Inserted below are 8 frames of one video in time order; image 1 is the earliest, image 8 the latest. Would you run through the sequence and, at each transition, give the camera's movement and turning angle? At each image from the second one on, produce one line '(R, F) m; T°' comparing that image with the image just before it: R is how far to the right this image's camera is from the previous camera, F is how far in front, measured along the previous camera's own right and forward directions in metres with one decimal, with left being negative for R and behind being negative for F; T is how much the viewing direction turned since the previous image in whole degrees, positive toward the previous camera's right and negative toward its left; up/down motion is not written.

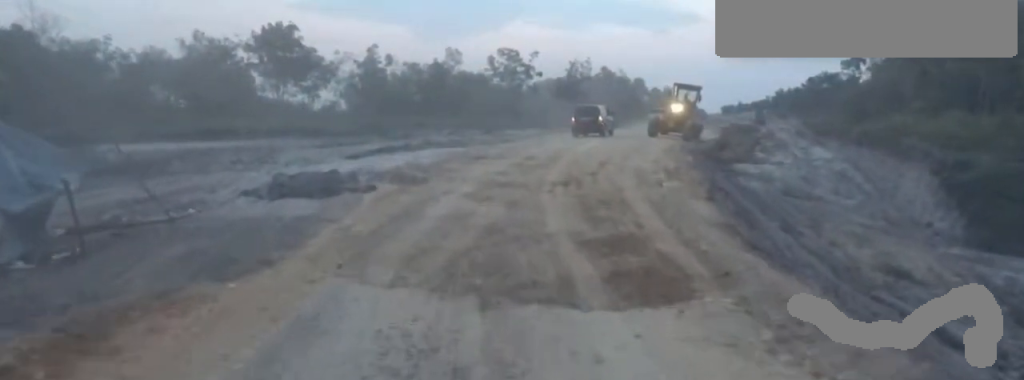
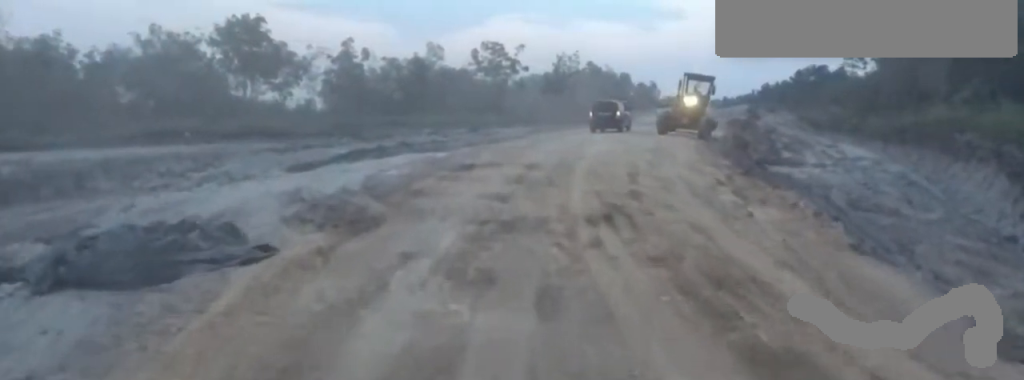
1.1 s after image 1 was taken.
(-0.2, +4.9) m; -10°
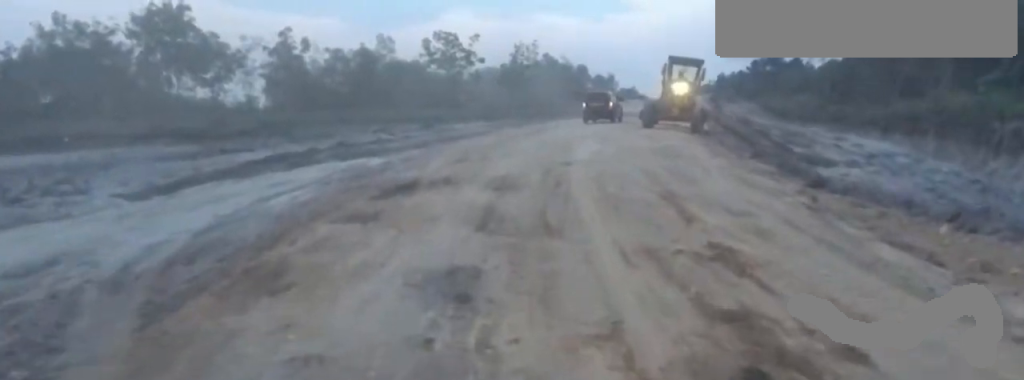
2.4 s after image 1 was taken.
(-0.9, +5.8) m; -4°
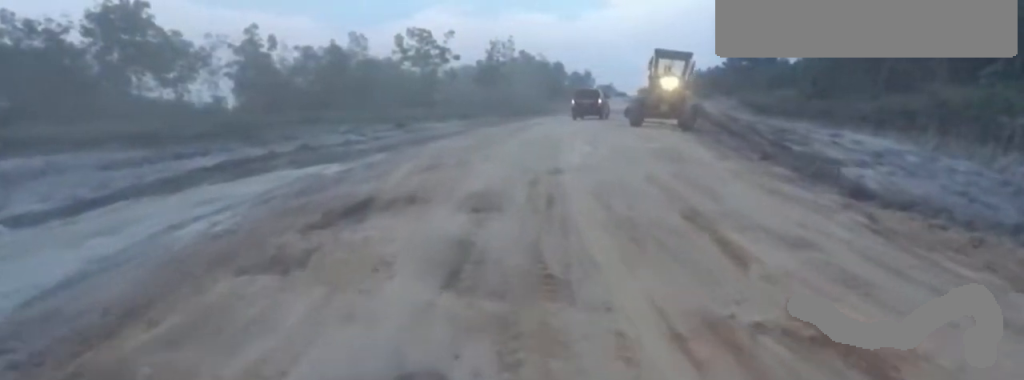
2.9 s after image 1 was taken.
(+0.3, +2.0) m; +5°
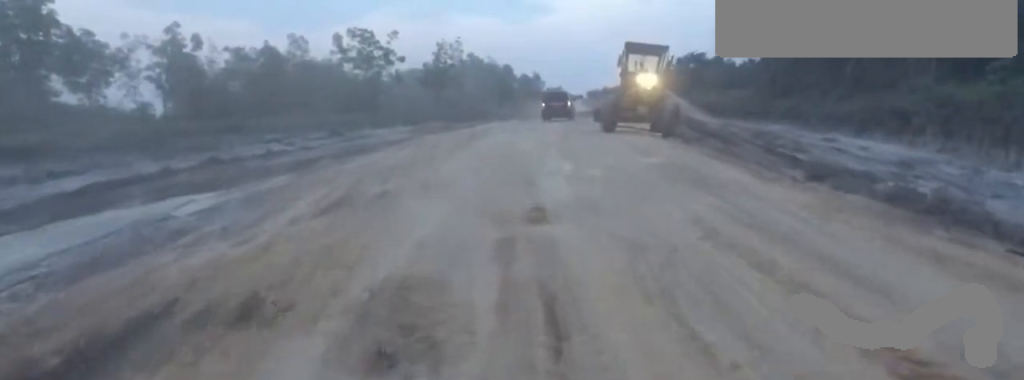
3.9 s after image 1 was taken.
(+0.6, +4.5) m; +10°
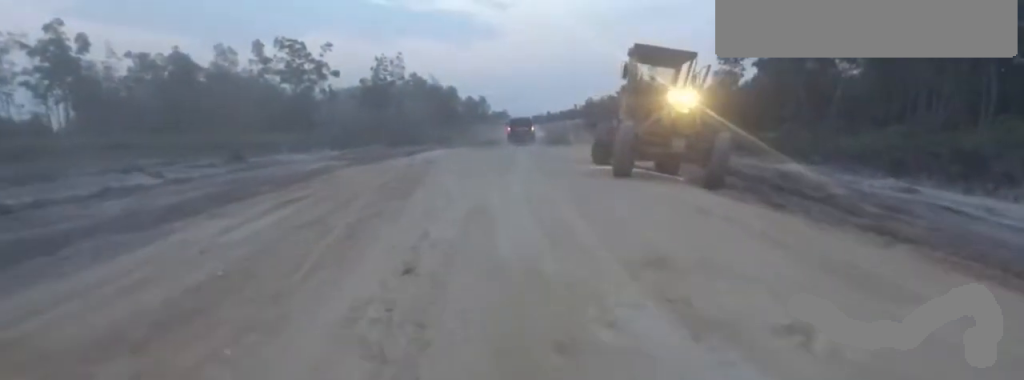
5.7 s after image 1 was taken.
(+0.8, +8.3) m; +17°
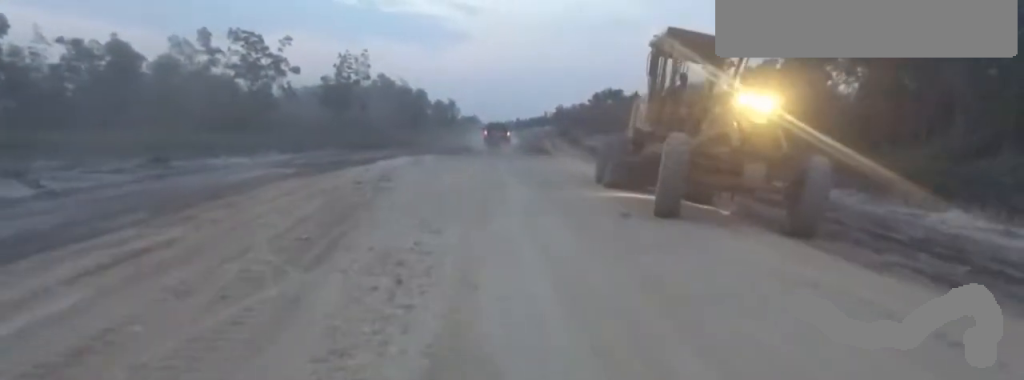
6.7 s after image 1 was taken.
(+0.7, +4.7) m; 0°
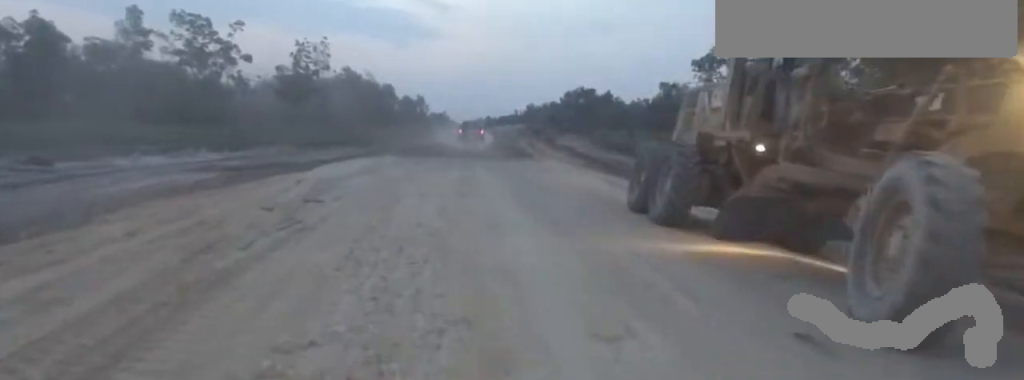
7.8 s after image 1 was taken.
(-0.8, +5.1) m; -12°
